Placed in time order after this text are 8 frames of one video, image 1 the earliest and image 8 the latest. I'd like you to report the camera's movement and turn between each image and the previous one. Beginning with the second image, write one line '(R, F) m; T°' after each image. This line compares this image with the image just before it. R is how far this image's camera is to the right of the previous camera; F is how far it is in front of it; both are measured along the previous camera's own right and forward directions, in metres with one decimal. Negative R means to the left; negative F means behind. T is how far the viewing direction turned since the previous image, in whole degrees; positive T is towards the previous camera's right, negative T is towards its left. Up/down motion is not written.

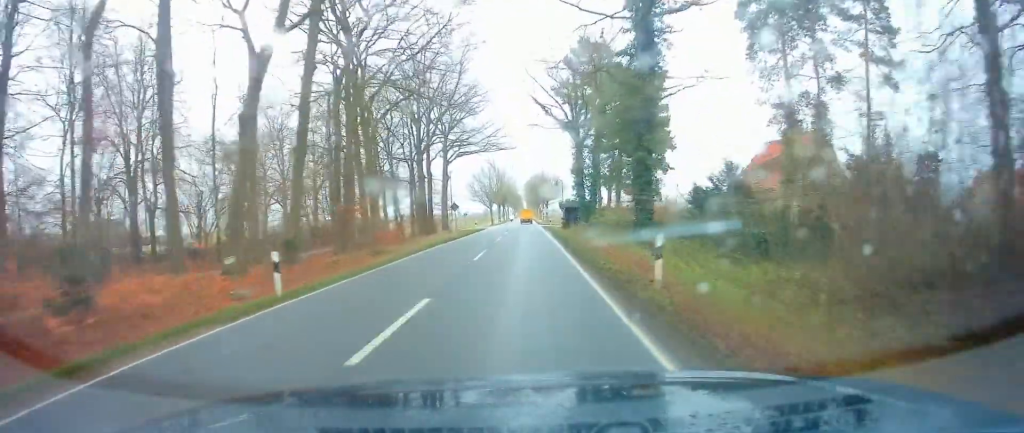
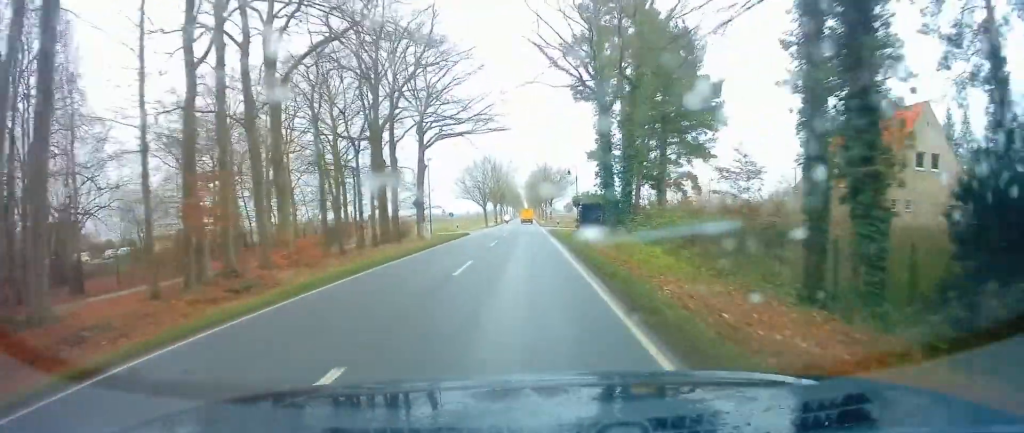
(-0.1, +16.1) m; 0°
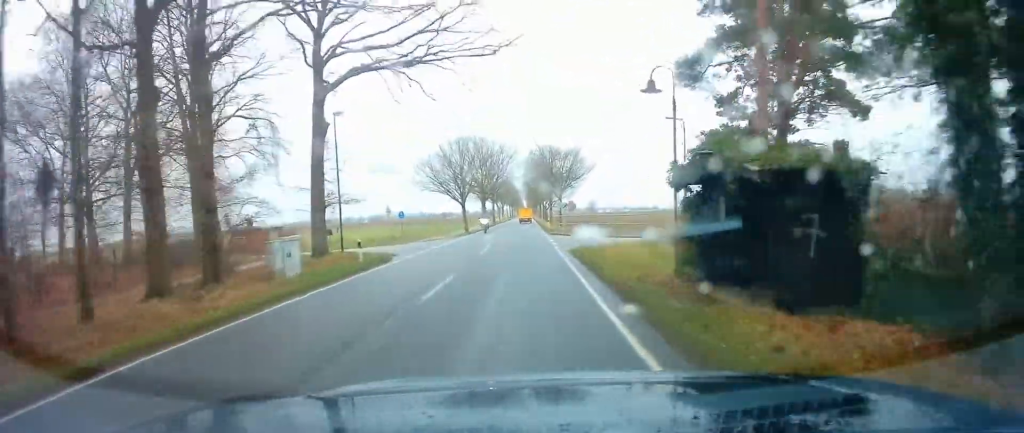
(+0.2, +26.7) m; 0°
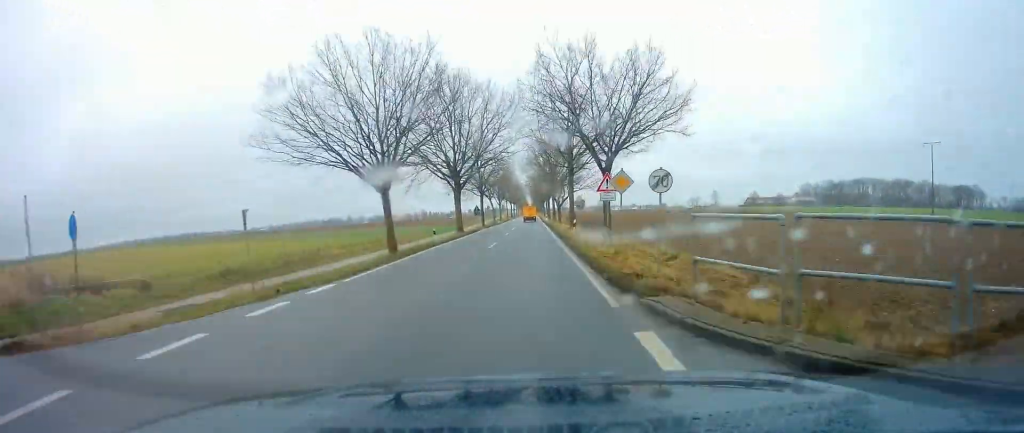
(-0.2, +32.8) m; -1°
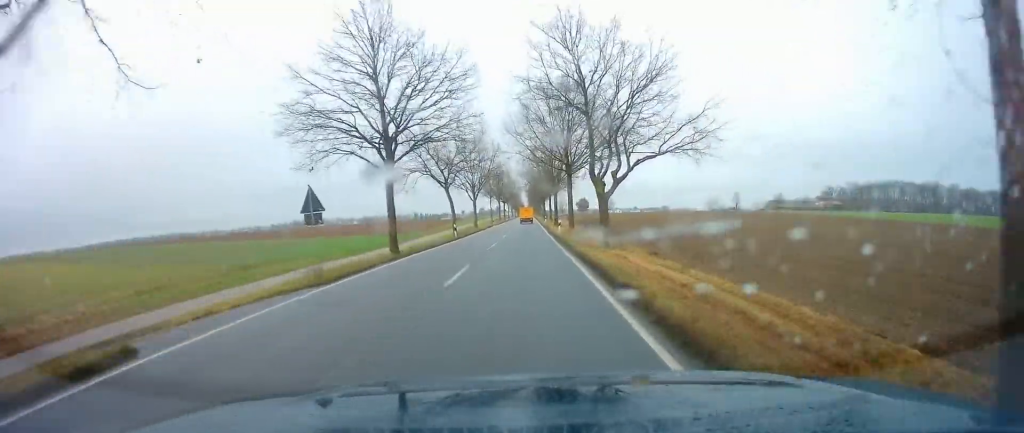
(+0.4, +46.4) m; +2°
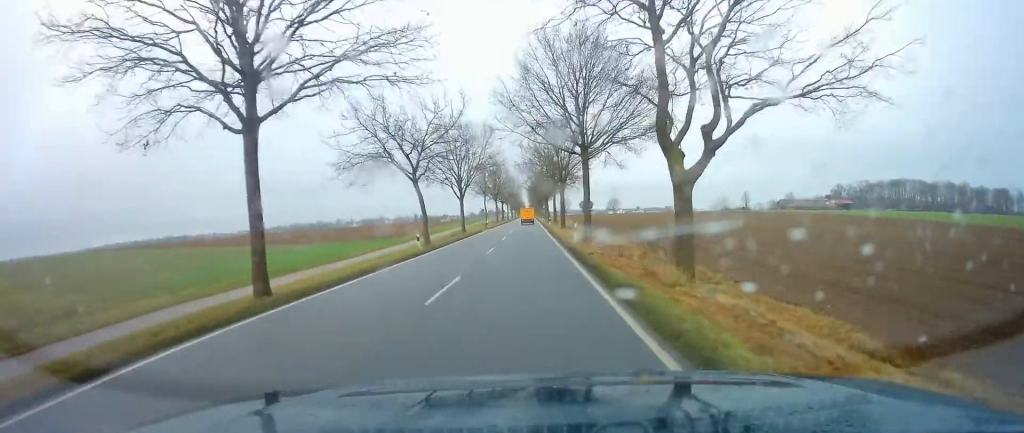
(+0.2, +14.2) m; +1°
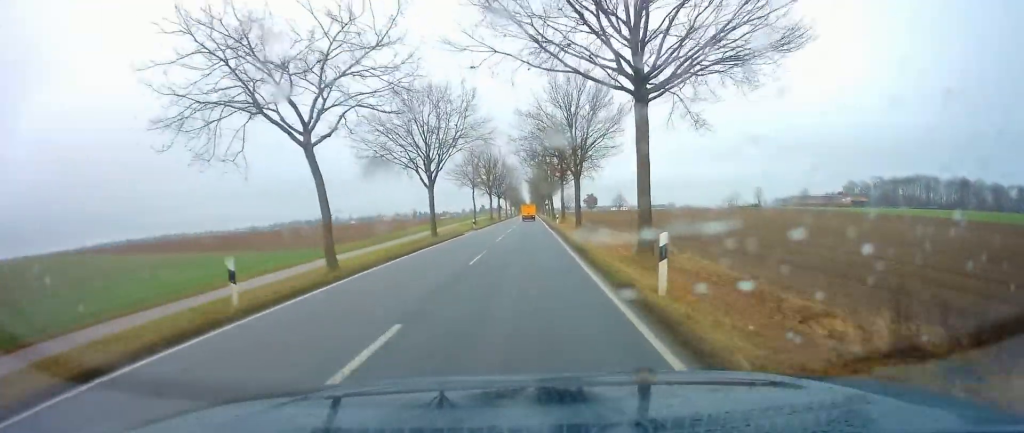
(0.0, +18.2) m; 0°
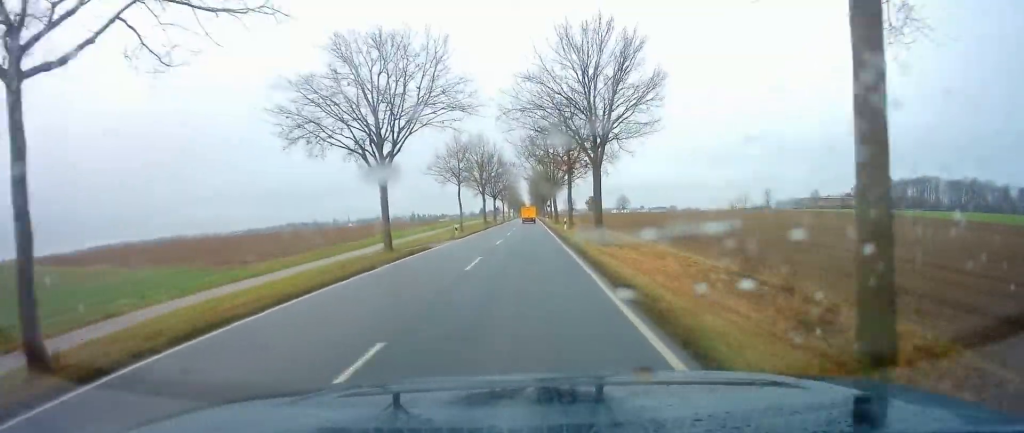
(0.0, +13.0) m; 0°
